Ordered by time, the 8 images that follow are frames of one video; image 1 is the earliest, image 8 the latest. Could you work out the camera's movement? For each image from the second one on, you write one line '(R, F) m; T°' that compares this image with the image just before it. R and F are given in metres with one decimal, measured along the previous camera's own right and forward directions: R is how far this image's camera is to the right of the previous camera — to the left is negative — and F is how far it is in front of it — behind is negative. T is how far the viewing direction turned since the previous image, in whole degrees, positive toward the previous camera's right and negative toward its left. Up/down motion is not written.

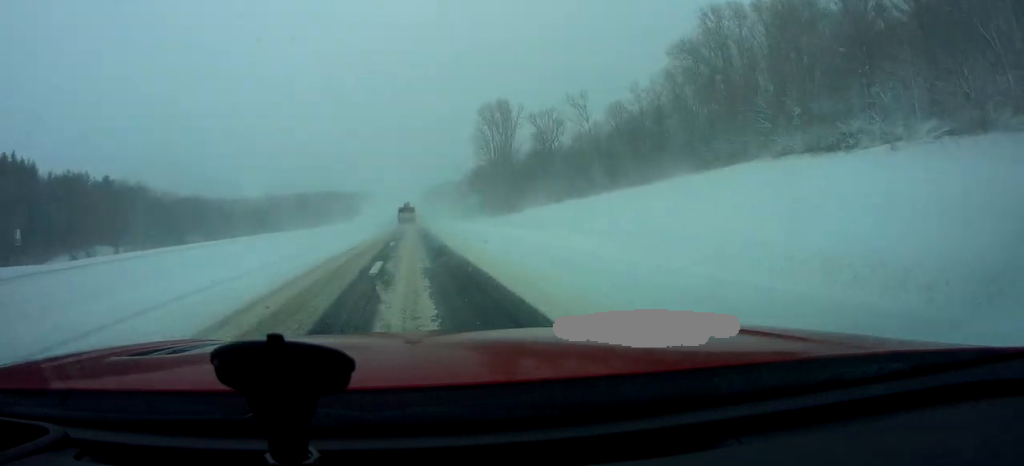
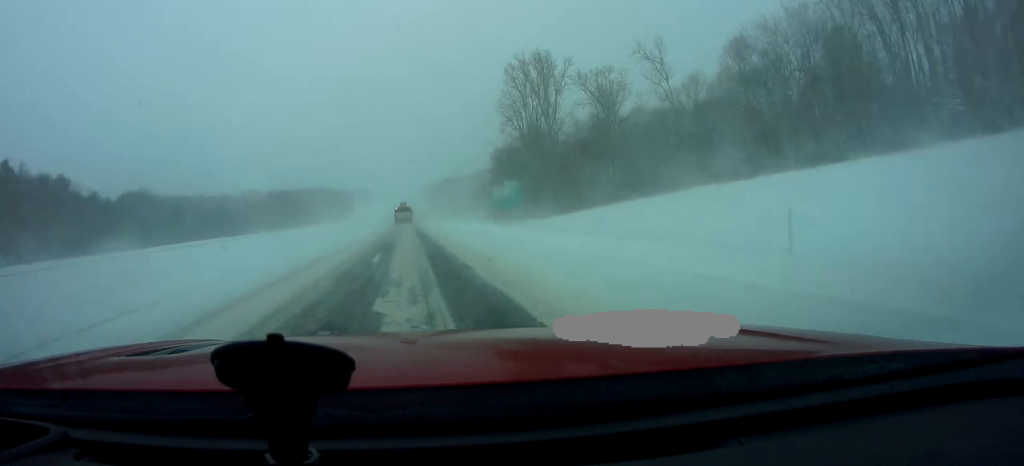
(+0.3, +46.5) m; 0°
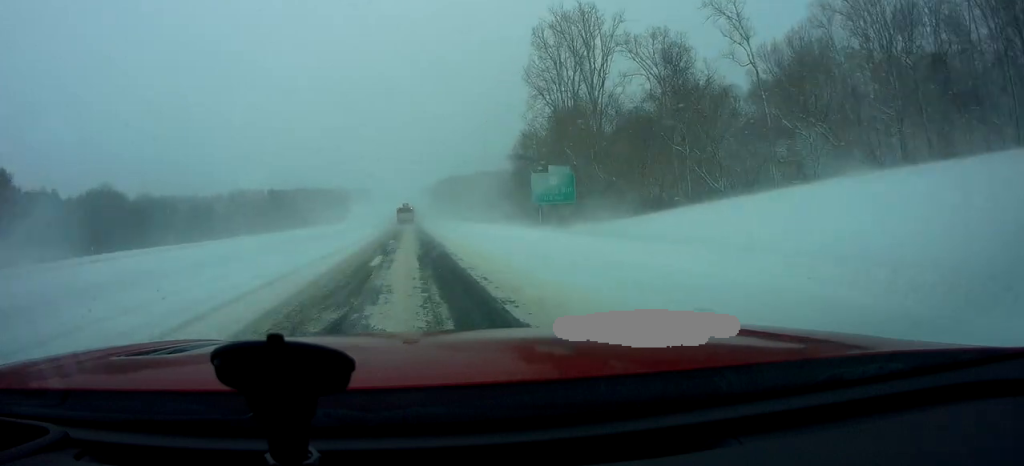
(+0.2, +25.4) m; 0°
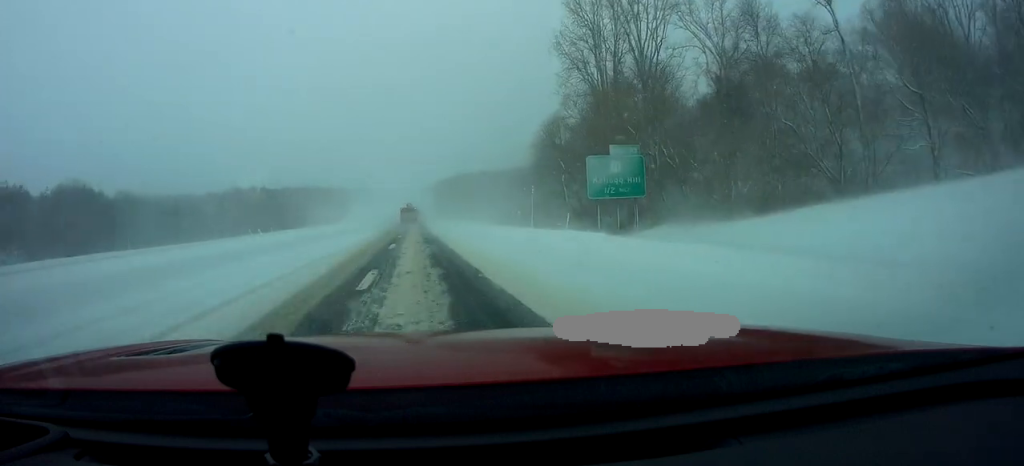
(-0.2, +17.1) m; -1°
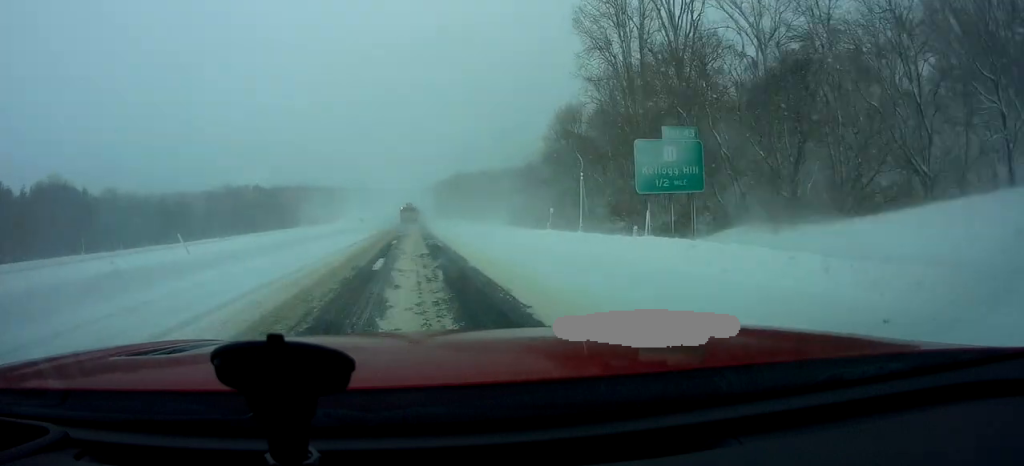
(-0.1, +8.9) m; -1°
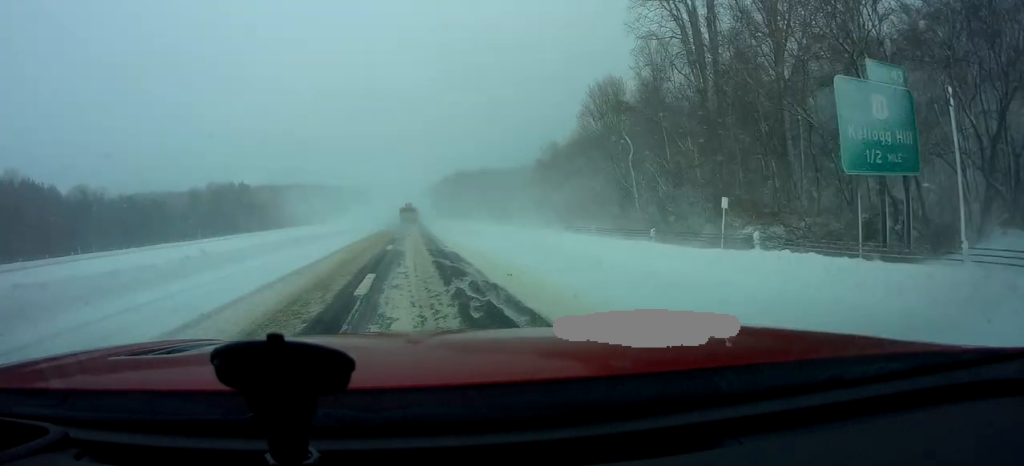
(-0.1, +16.7) m; +1°
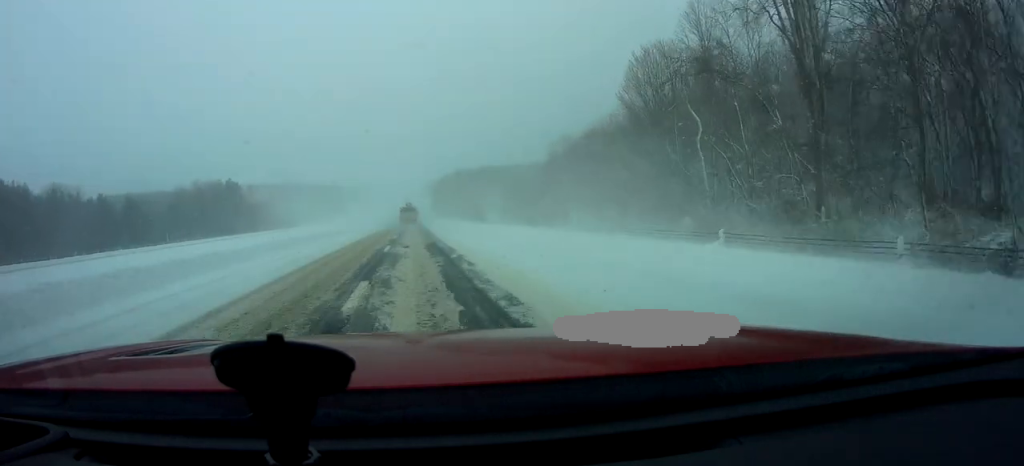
(+0.1, +13.7) m; 0°
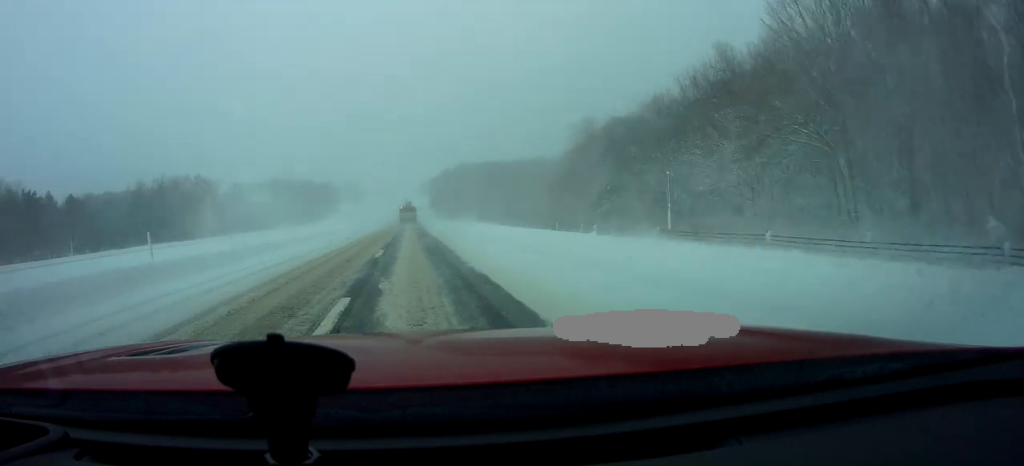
(+0.1, +26.8) m; 0°
